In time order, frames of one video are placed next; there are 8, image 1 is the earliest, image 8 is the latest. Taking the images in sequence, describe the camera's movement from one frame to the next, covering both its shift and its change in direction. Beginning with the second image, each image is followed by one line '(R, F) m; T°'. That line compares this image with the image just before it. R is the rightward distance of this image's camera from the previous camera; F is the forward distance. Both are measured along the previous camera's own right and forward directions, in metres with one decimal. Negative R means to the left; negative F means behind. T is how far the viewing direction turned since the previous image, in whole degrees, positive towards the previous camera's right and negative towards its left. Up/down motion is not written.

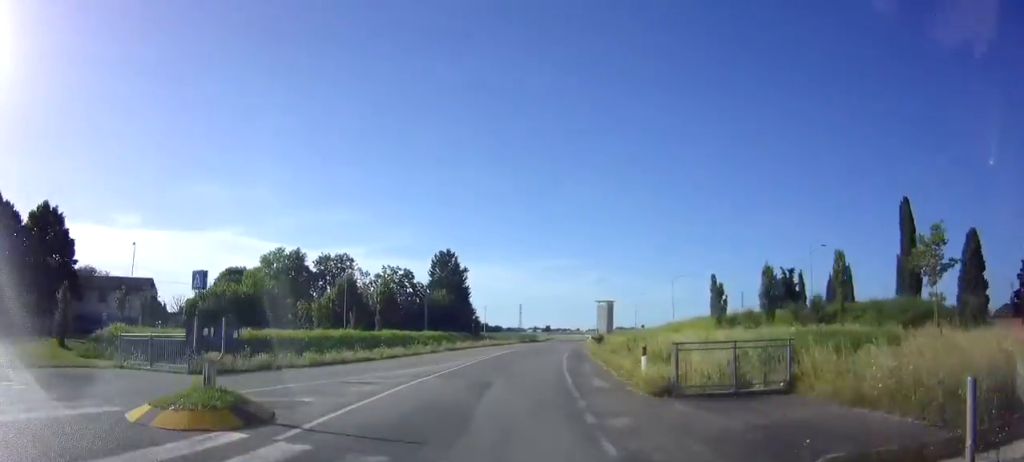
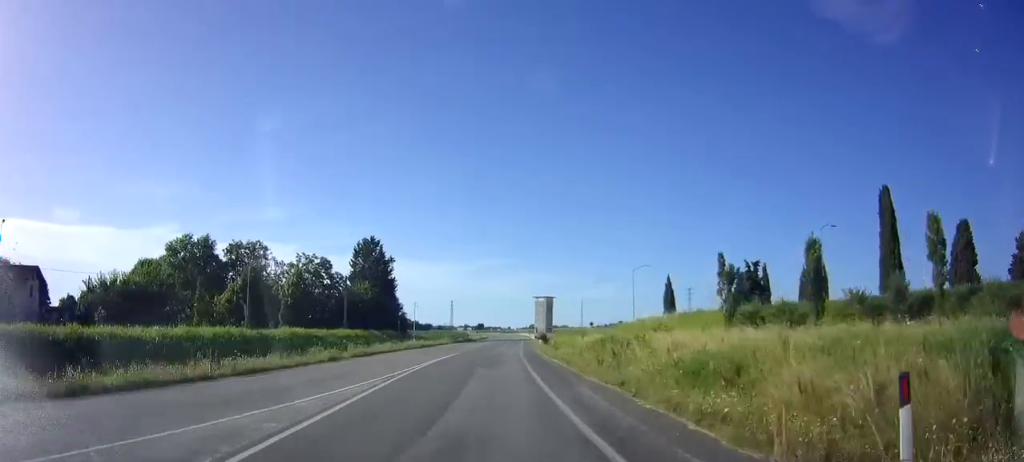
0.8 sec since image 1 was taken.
(+0.9, +10.5) m; +7°
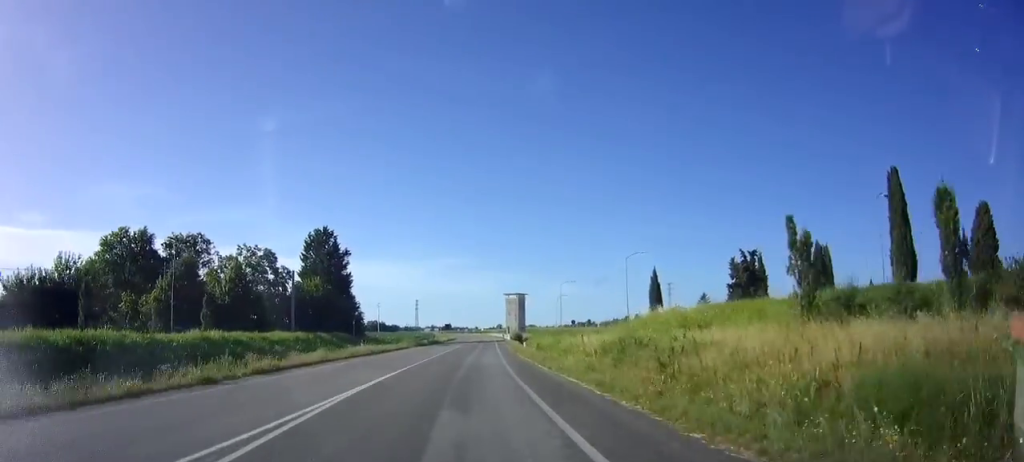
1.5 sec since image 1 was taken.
(+0.5, +9.7) m; +4°
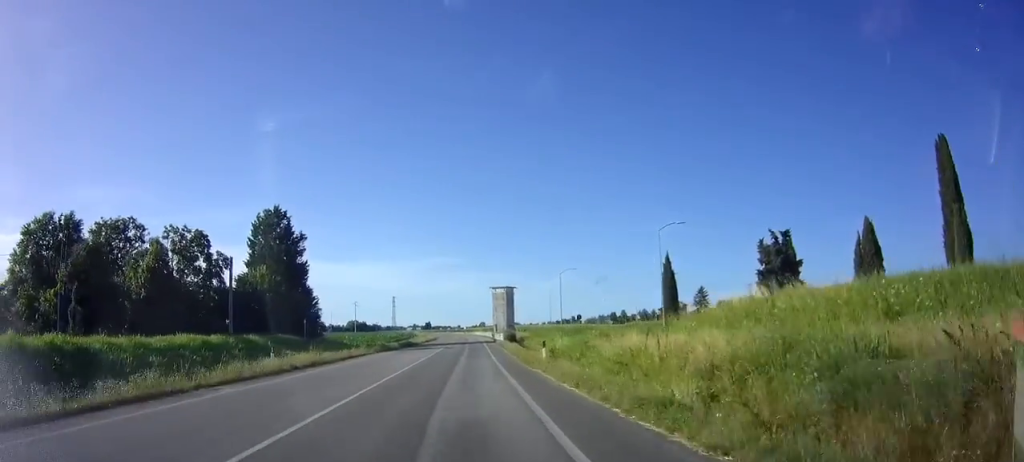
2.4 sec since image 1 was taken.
(+0.5, +13.1) m; +3°
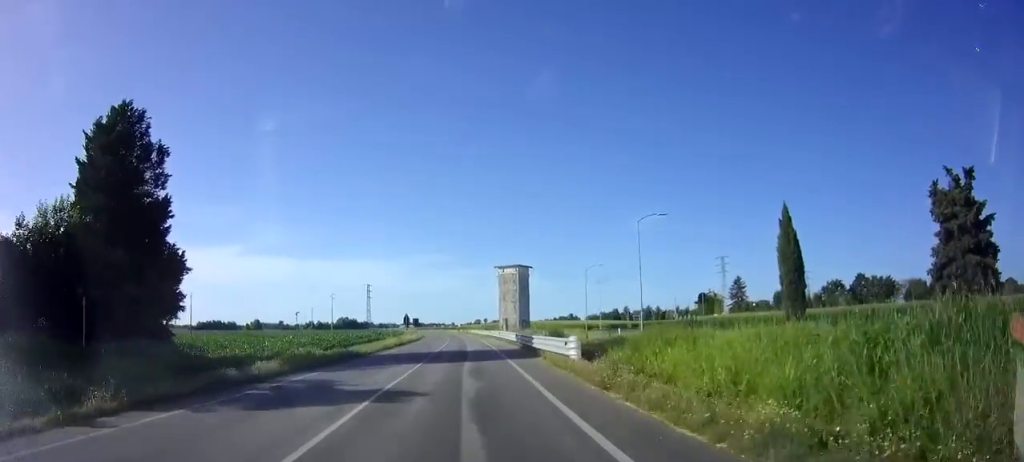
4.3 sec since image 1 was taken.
(+0.5, +30.5) m; +1°
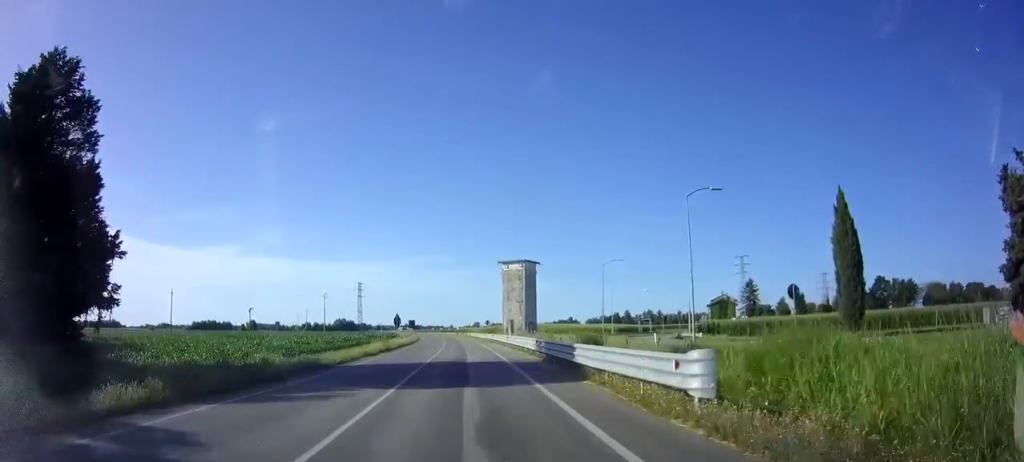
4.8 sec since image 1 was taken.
(0.0, +8.1) m; 0°
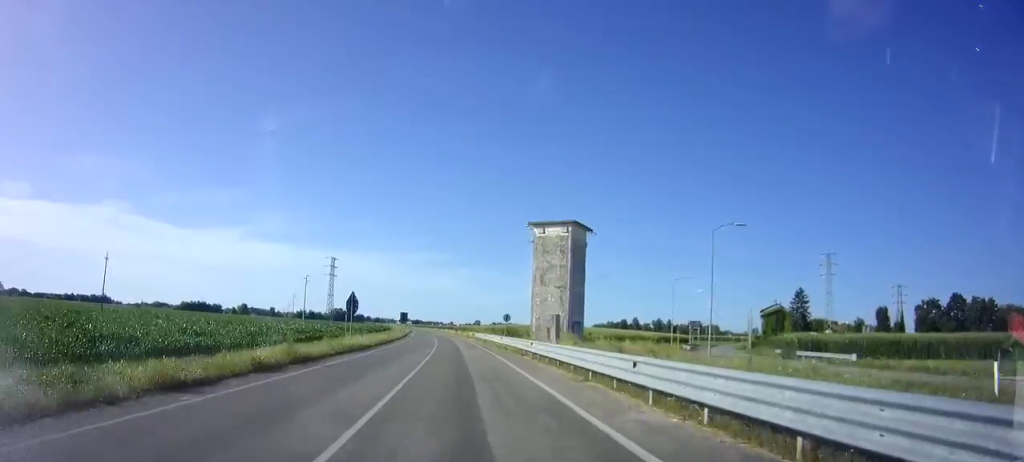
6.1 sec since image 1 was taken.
(0.0, +25.0) m; 0°
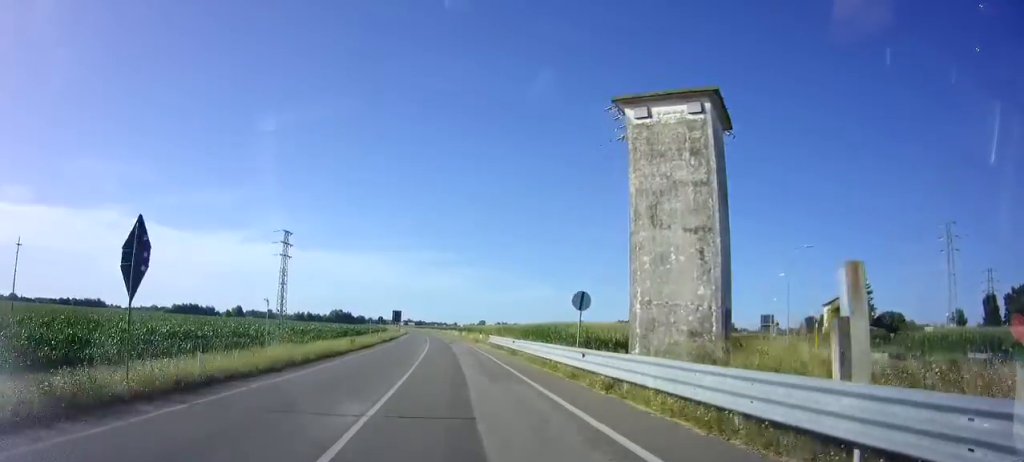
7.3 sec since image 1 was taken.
(0.0, +22.7) m; 0°
